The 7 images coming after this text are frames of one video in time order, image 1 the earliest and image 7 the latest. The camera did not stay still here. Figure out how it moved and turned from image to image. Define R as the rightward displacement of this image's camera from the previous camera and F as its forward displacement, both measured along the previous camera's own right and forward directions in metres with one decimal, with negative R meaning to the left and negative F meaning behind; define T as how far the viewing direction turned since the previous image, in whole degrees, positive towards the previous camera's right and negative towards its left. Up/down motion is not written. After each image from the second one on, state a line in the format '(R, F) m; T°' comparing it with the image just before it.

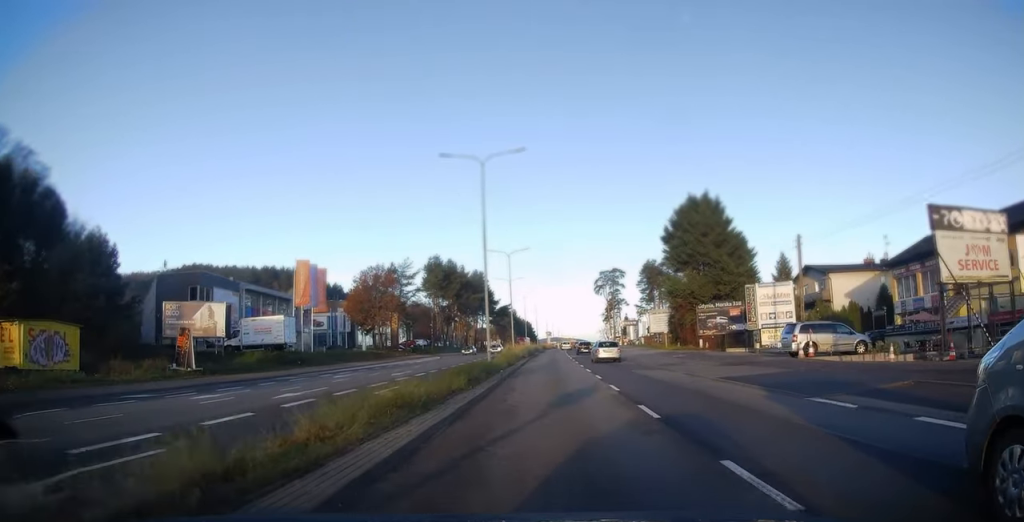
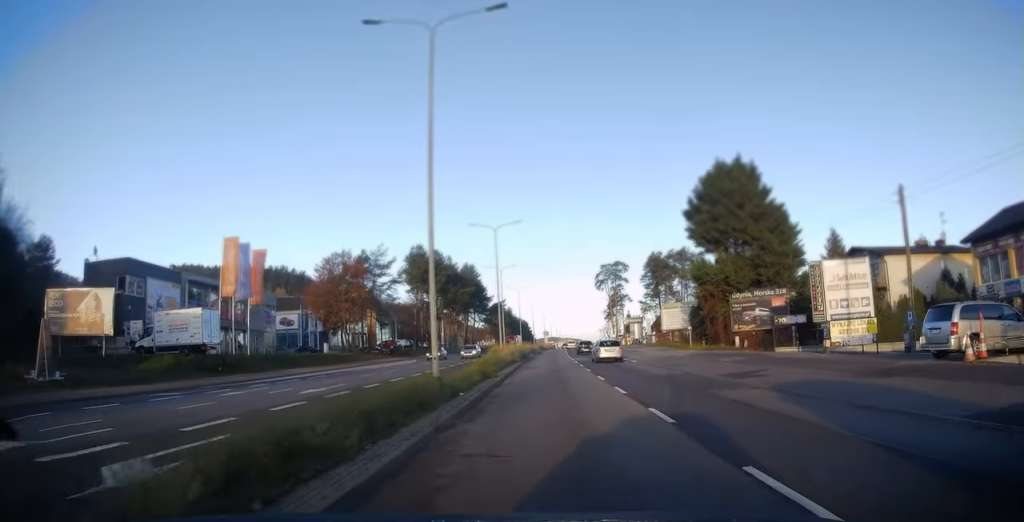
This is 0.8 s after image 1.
(+0.3, +12.9) m; 0°
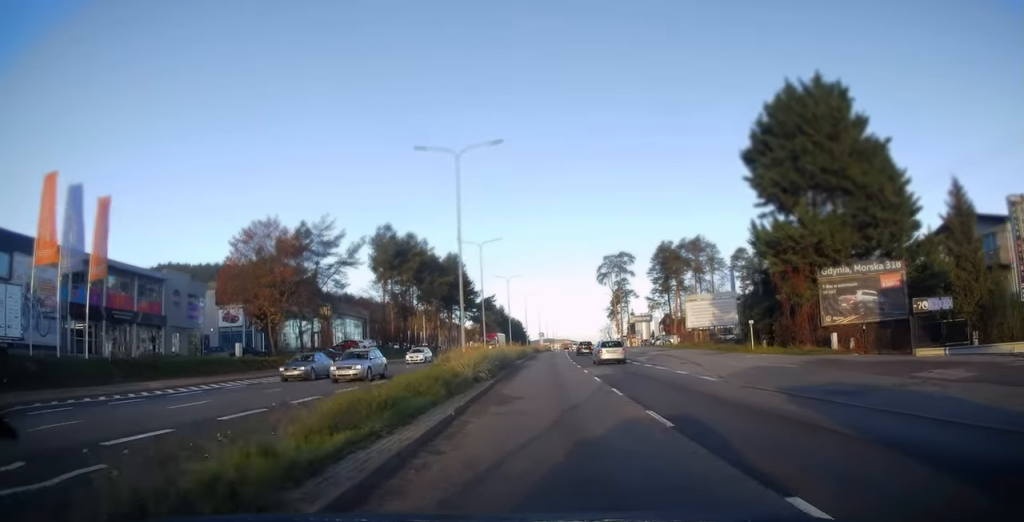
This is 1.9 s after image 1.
(-0.4, +18.5) m; 0°
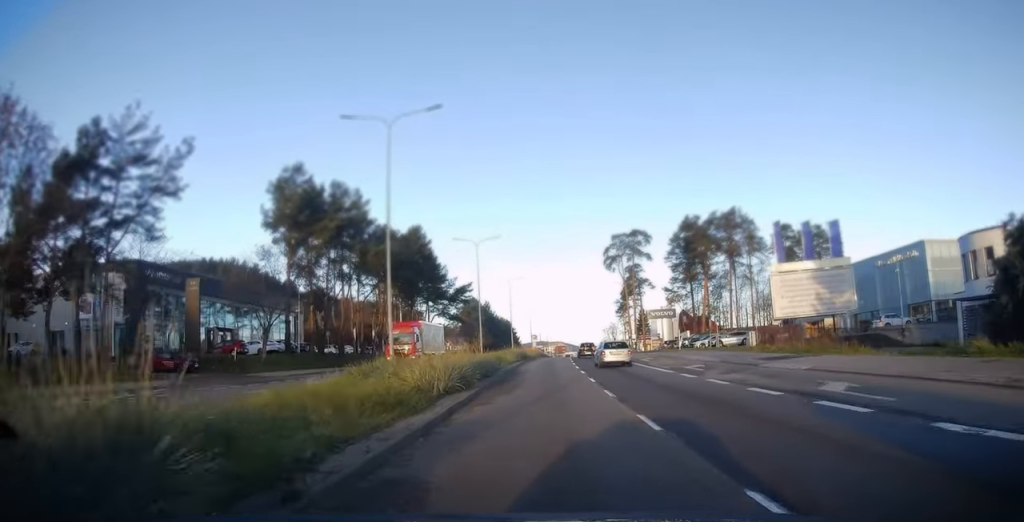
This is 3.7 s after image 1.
(+0.8, +30.0) m; +1°
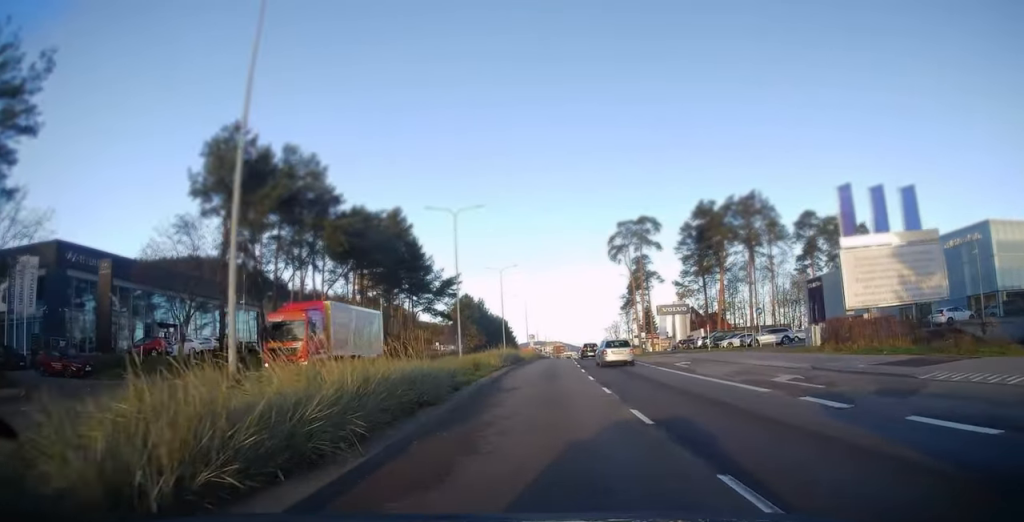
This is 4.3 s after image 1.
(0.0, +11.3) m; 0°
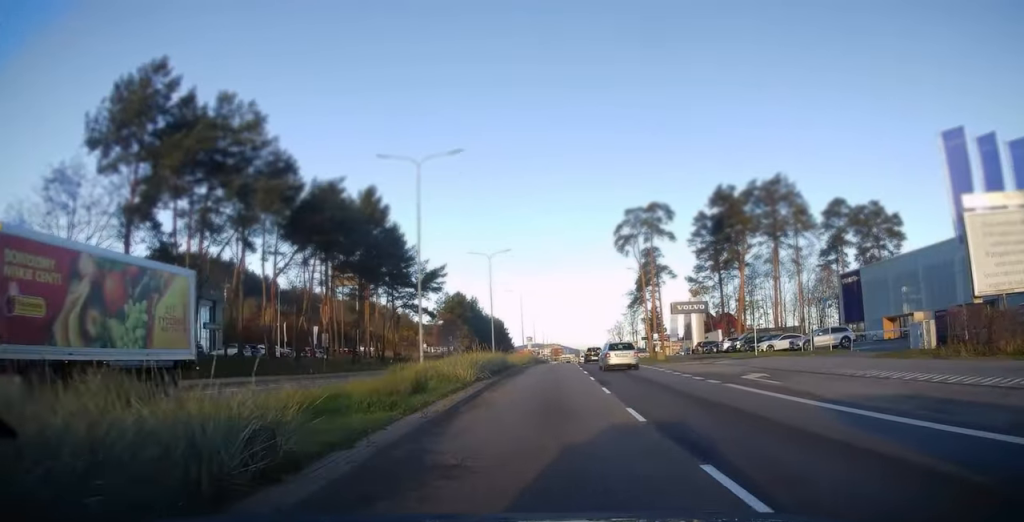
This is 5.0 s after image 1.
(0.0, +11.4) m; 0°
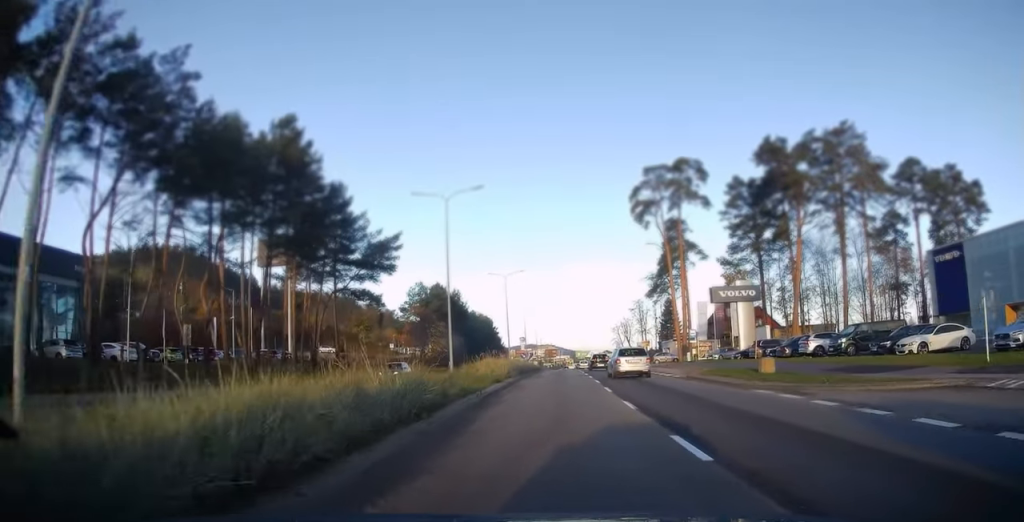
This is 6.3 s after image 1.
(0.0, +21.6) m; 0°
